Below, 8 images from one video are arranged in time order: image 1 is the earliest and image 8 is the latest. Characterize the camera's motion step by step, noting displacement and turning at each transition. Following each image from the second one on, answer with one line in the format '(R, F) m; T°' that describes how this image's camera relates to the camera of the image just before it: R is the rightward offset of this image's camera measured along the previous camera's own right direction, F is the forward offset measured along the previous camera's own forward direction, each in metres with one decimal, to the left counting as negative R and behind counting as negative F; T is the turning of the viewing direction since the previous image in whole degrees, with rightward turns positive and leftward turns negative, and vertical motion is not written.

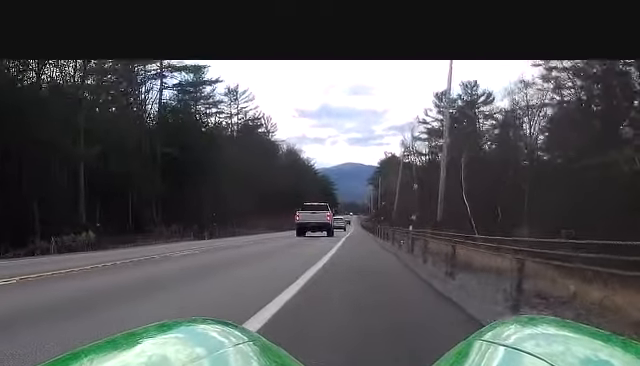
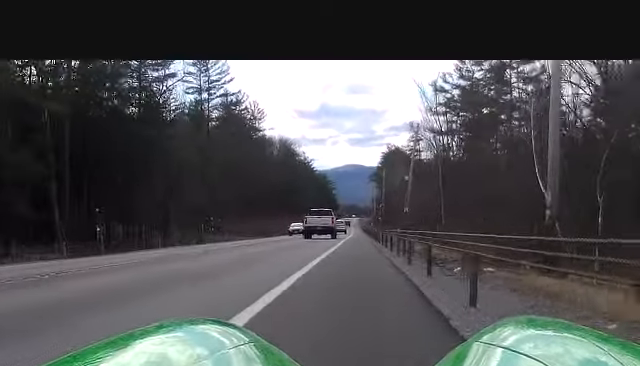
(+0.2, +28.0) m; 0°
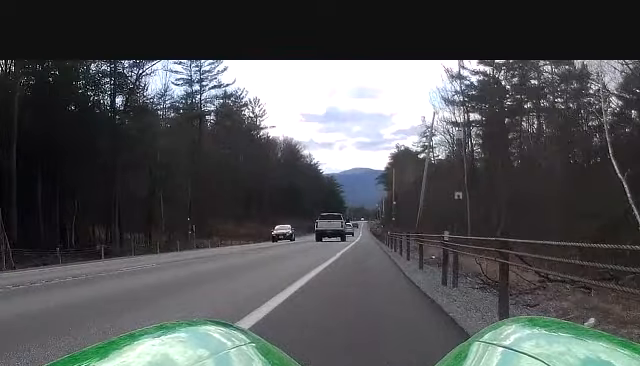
(-0.1, +10.9) m; -1°
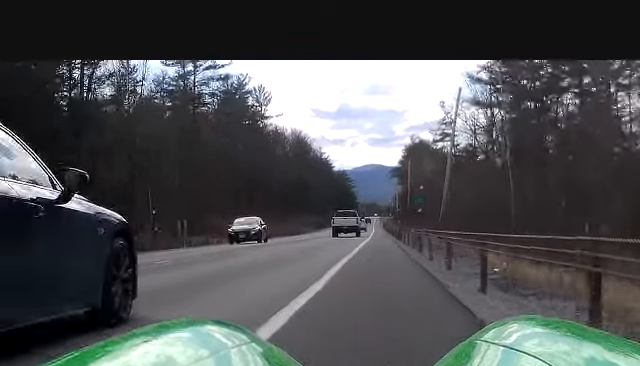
(-0.1, +11.7) m; -1°
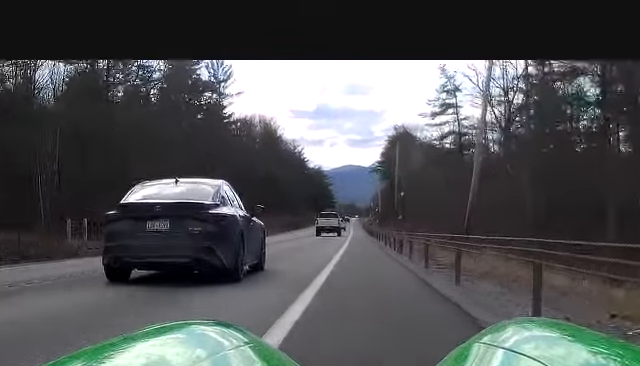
(0.0, +27.6) m; 0°
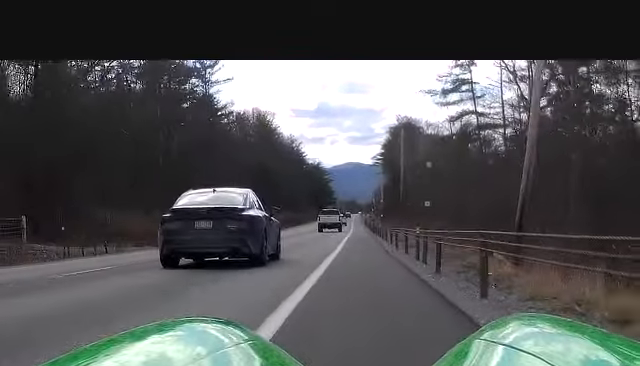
(0.0, +12.6) m; 0°
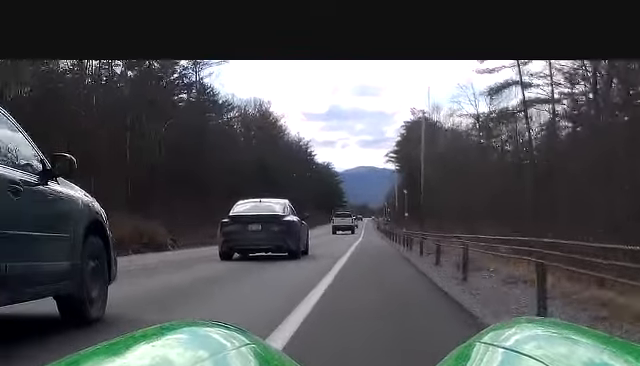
(0.0, +16.4) m; 0°
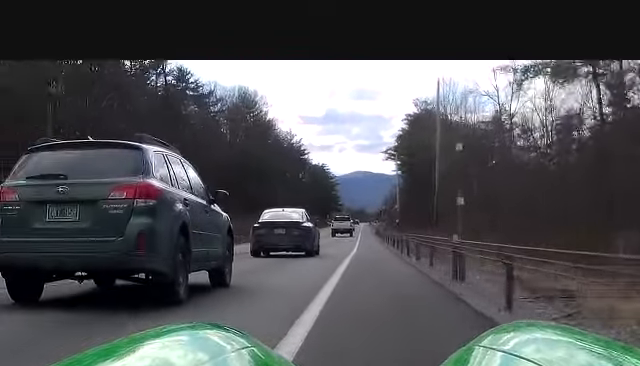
(0.0, +17.5) m; 0°
